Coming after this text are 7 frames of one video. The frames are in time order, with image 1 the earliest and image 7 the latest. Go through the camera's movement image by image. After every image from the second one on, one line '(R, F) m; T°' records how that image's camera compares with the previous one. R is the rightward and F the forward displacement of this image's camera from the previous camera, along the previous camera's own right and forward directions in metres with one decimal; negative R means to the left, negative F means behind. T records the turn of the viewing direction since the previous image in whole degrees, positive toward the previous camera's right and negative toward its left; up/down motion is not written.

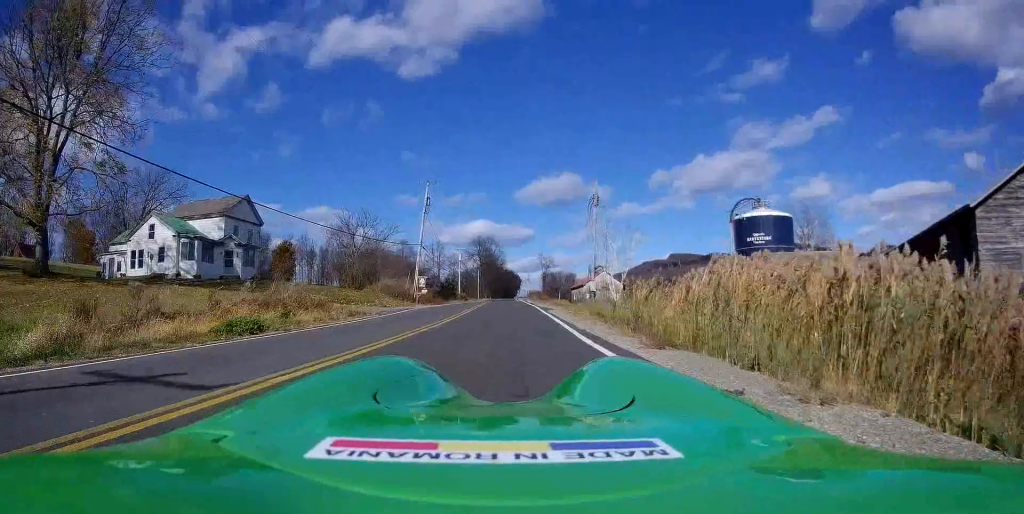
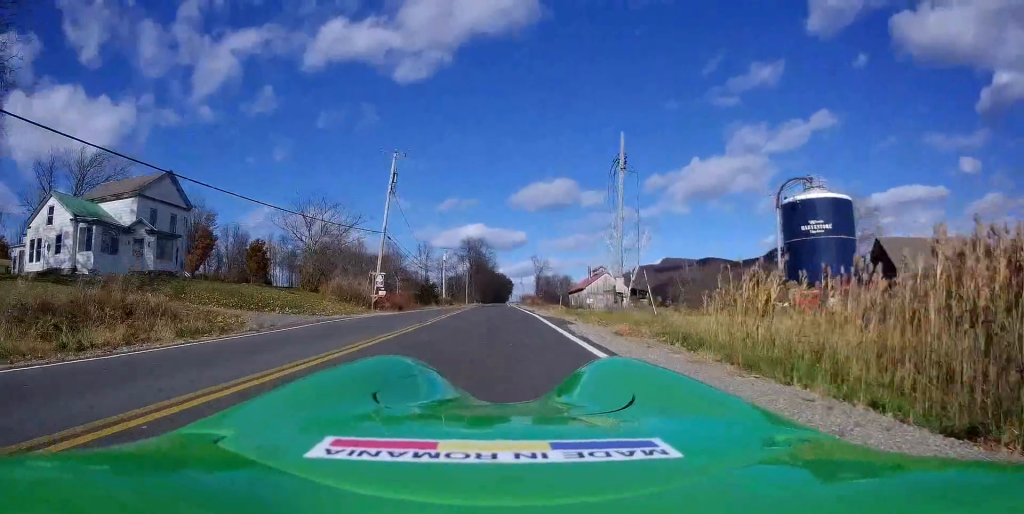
(0.0, +12.8) m; 0°
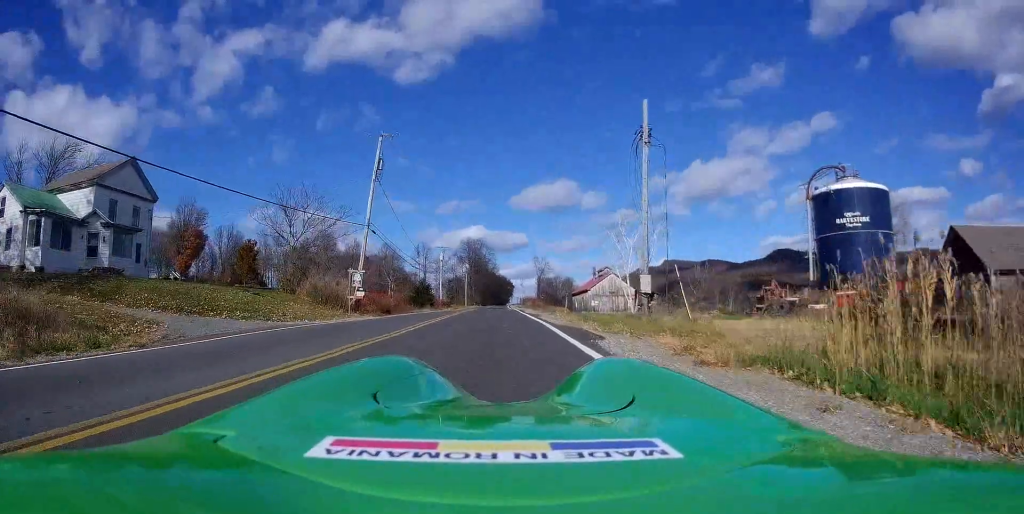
(0.0, +5.2) m; 0°
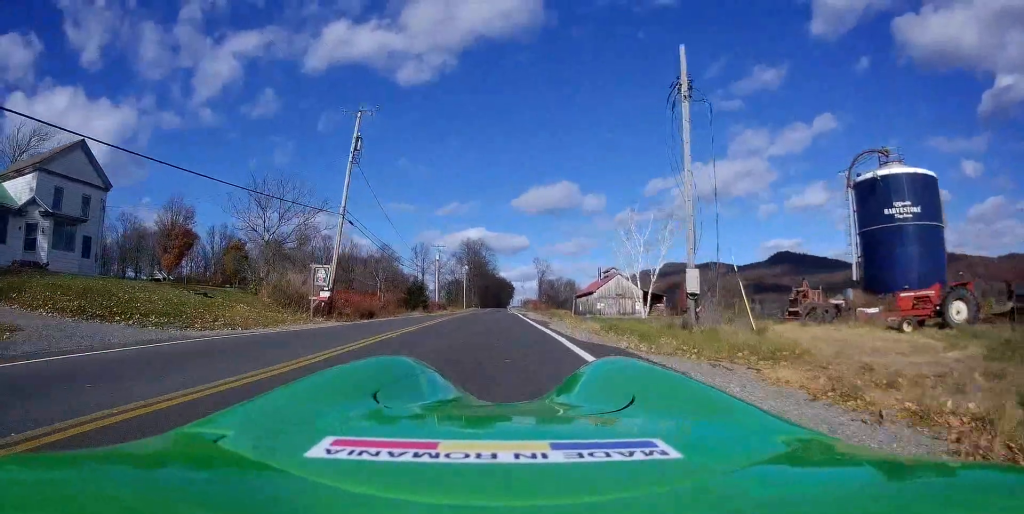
(0.0, +5.6) m; 0°
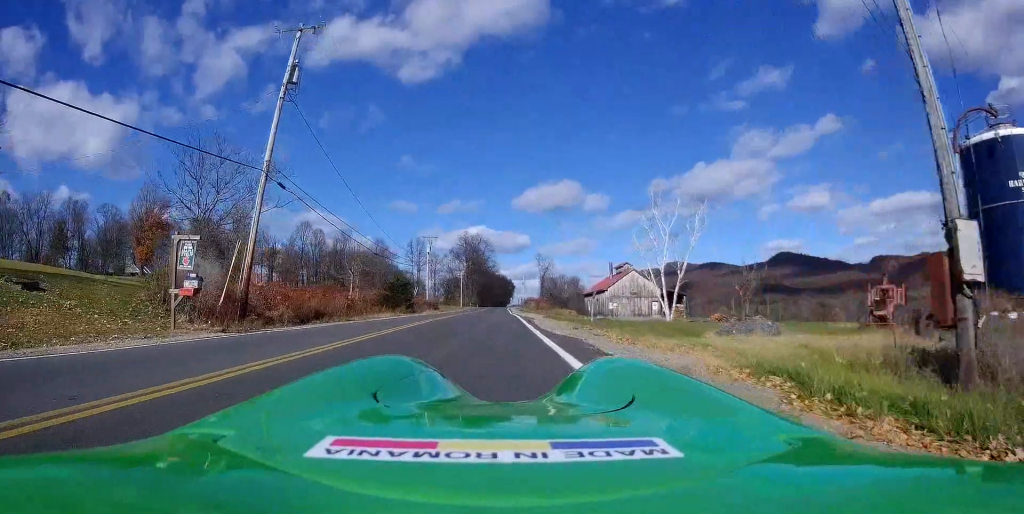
(0.0, +10.7) m; 0°
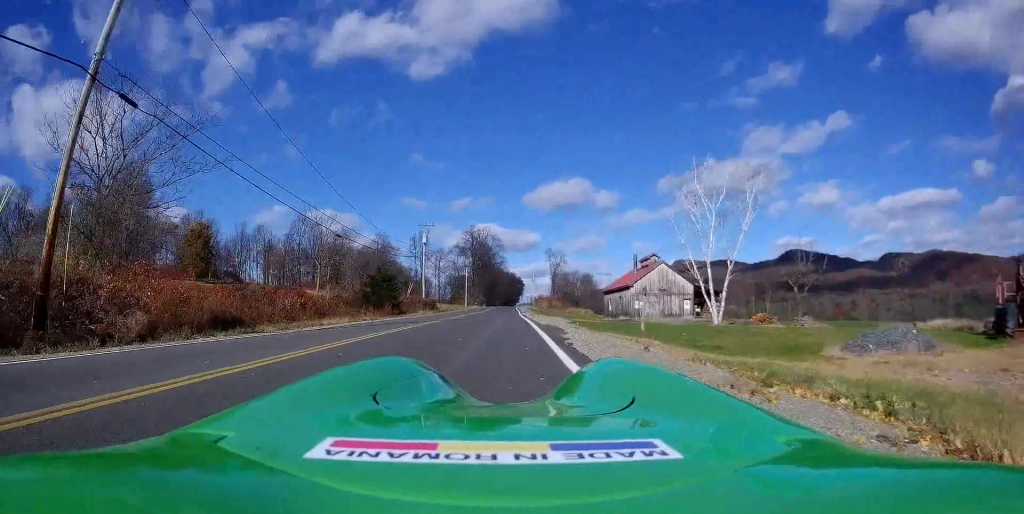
(0.0, +11.2) m; 0°
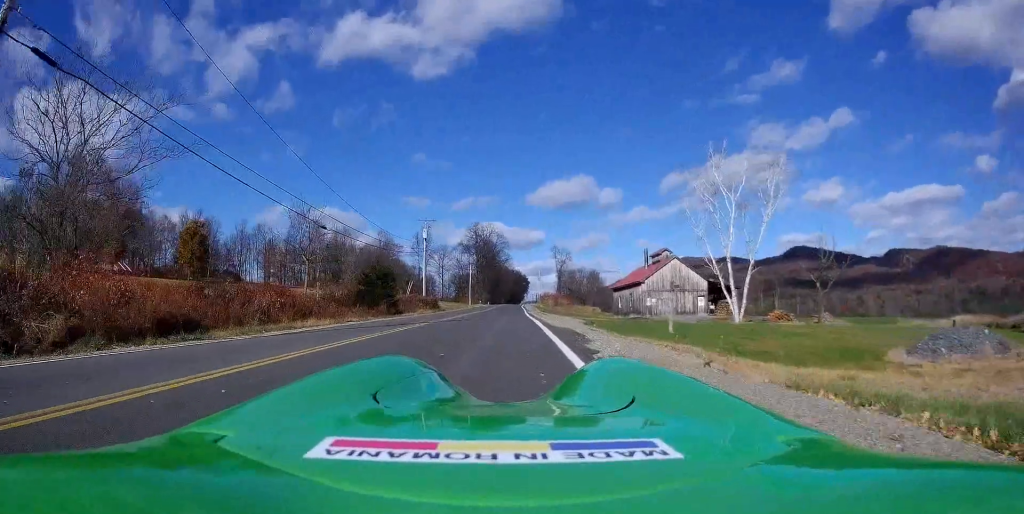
(0.0, +3.5) m; 0°
